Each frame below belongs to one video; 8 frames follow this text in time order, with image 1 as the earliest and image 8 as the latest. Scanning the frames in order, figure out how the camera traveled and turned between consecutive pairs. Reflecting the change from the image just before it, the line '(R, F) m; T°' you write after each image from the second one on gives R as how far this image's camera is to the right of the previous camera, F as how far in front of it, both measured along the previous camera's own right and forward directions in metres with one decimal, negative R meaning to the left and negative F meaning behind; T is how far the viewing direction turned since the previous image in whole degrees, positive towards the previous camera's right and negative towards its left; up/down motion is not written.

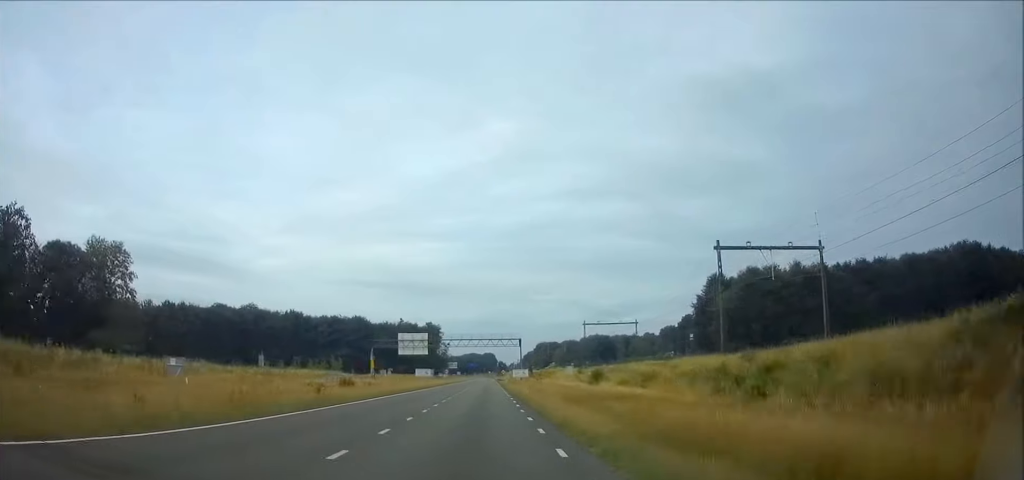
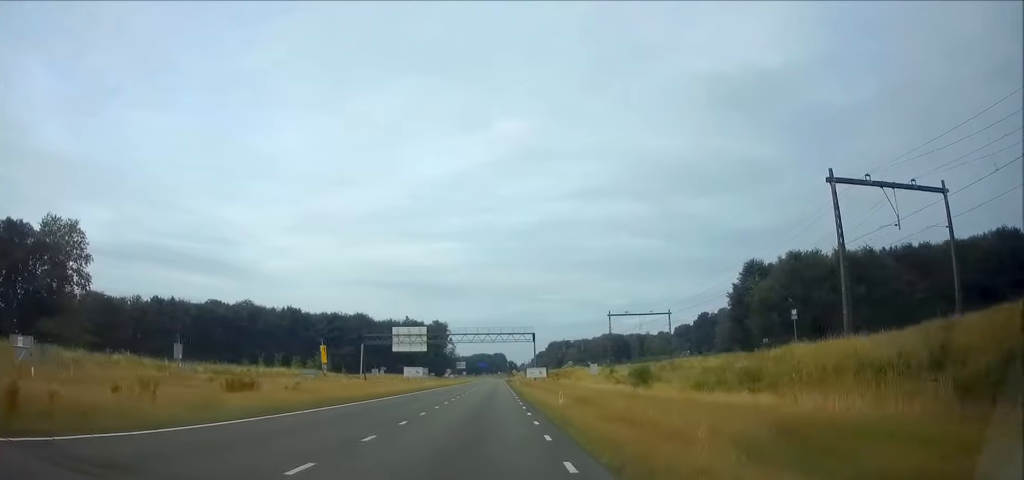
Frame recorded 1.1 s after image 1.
(0.0, +17.5) m; -1°
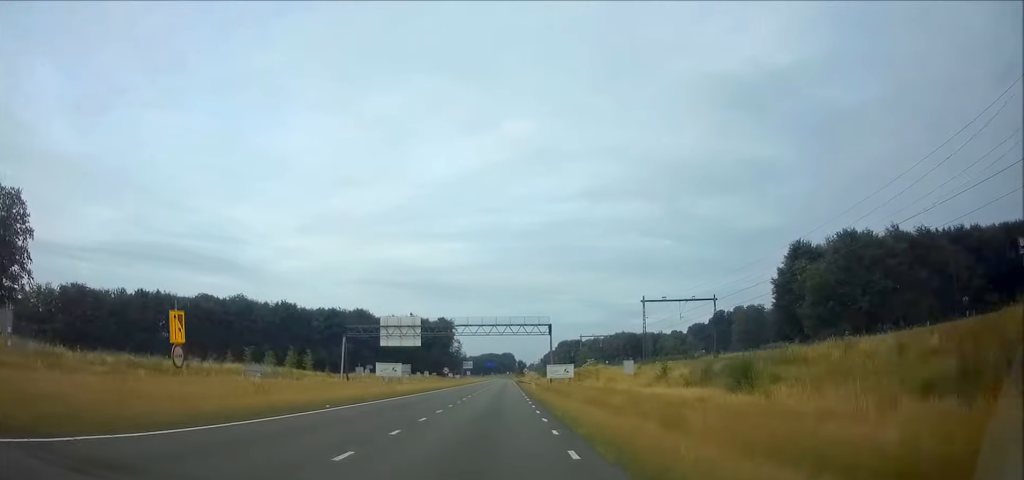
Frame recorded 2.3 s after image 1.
(-0.3, +18.6) m; 0°
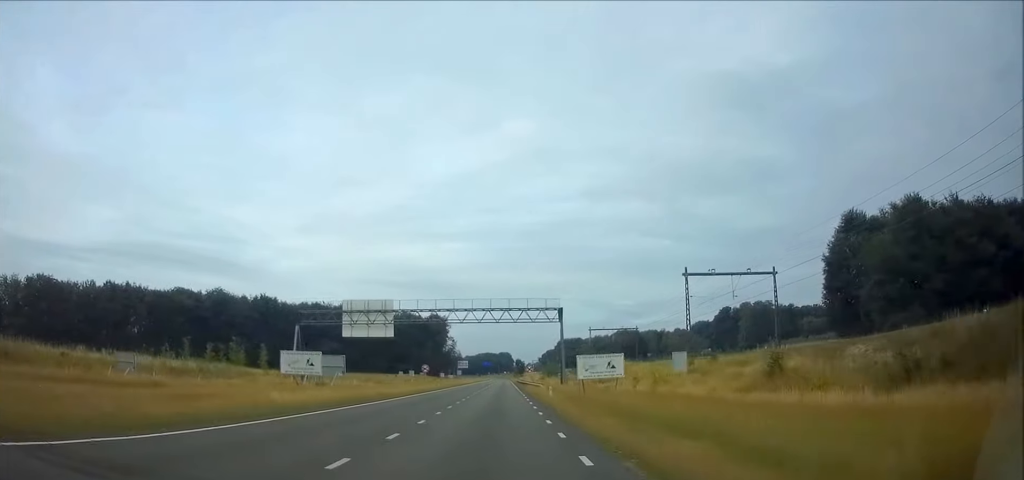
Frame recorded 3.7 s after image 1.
(-0.1, +20.8) m; 0°
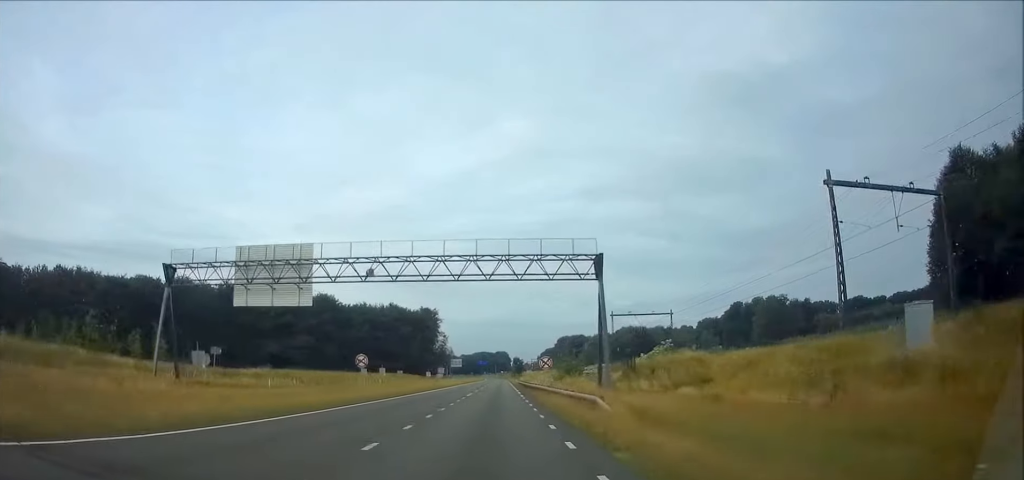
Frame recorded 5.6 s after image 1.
(+0.1, +30.2) m; 0°
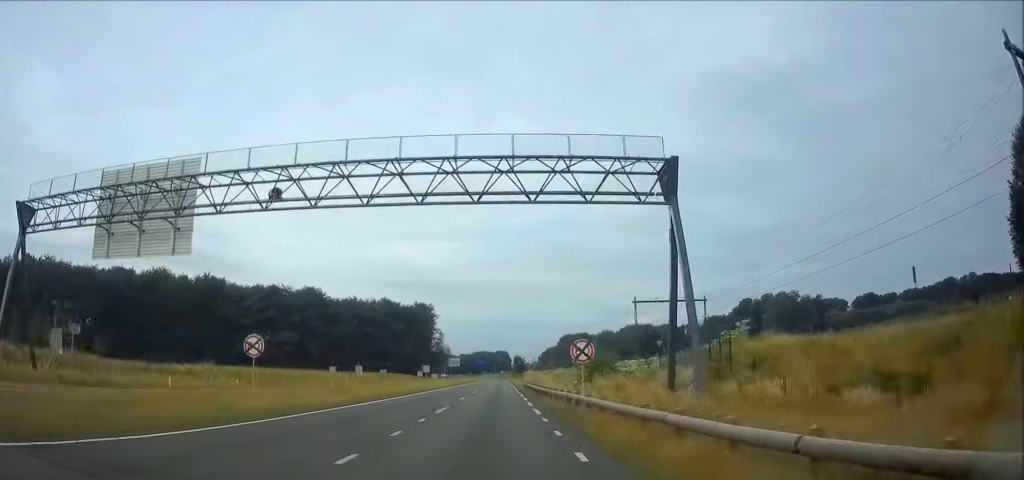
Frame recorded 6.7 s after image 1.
(+0.1, +17.8) m; 0°
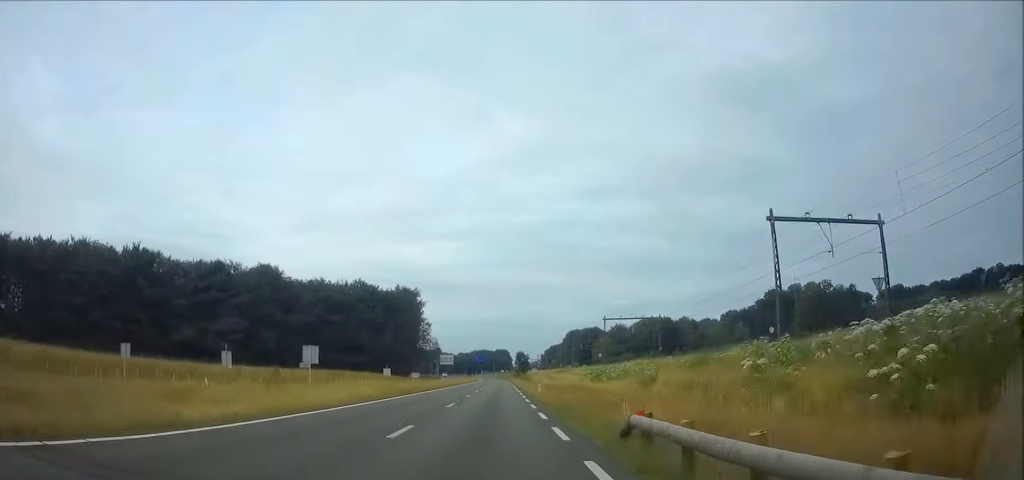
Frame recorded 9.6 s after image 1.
(-0.2, +44.9) m; 0°
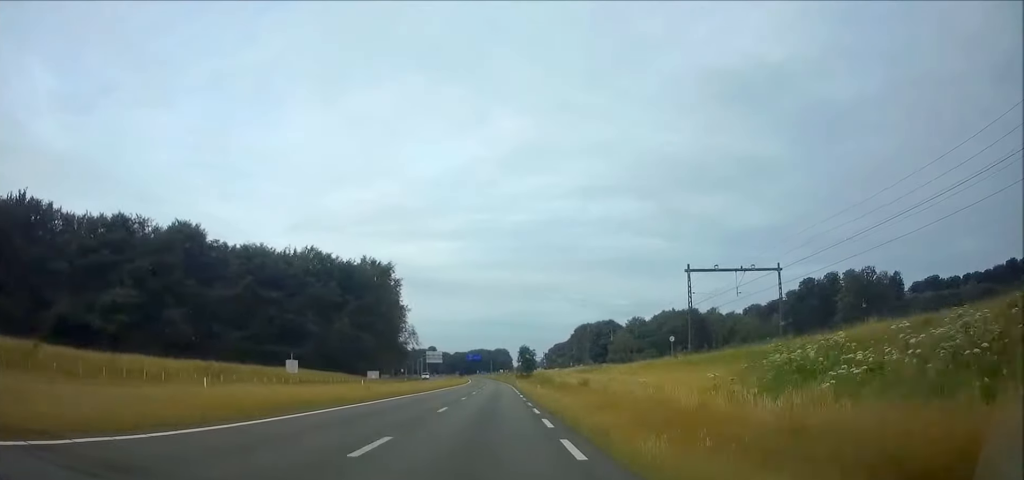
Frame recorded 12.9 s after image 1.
(+0.3, +51.2) m; 0°
